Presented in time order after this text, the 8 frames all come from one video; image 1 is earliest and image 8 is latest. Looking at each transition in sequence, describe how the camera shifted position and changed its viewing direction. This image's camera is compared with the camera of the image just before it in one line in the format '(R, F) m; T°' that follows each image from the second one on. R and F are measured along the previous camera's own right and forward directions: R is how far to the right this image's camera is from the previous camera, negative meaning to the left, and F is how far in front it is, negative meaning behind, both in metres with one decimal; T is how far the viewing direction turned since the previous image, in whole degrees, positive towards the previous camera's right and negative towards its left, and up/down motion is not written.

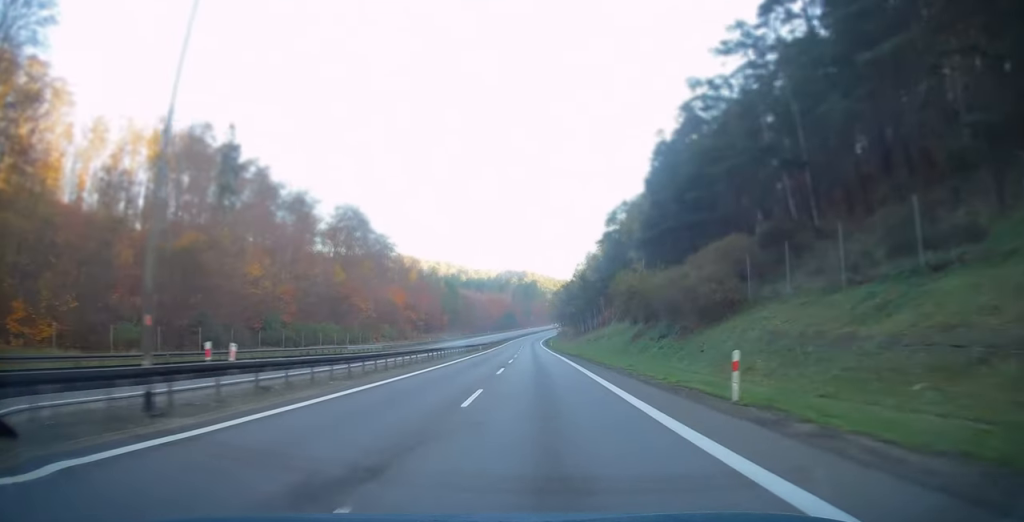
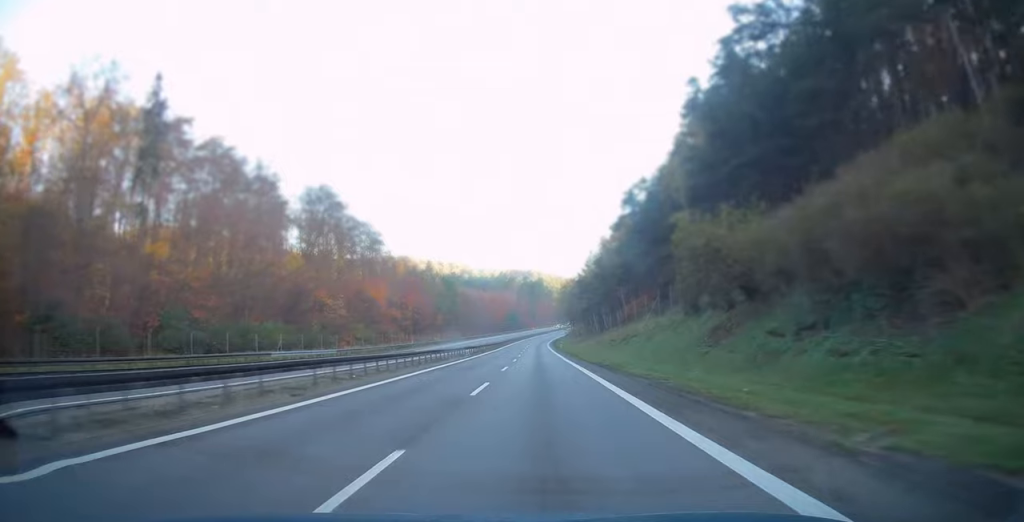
(-0.1, +21.5) m; -1°
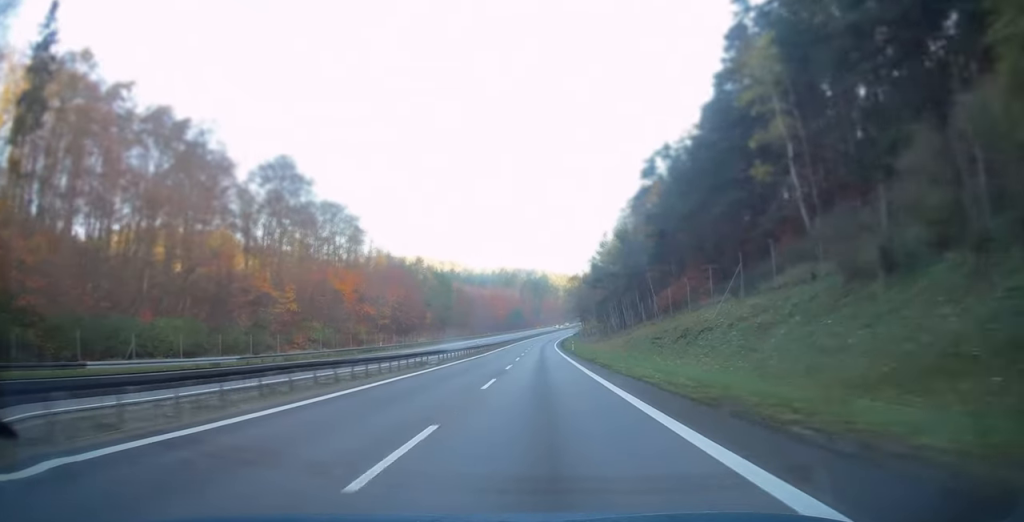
(-0.1, +22.0) m; 0°
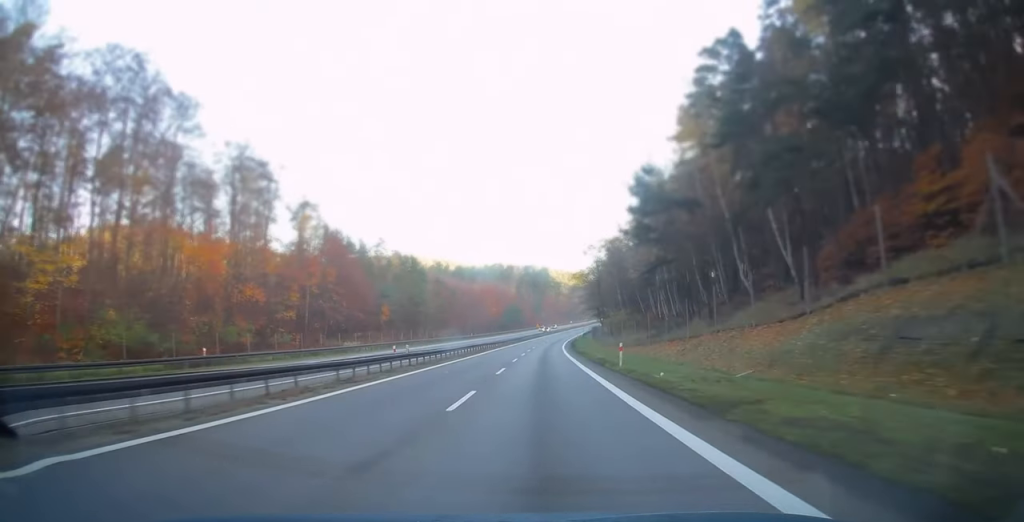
(-0.2, +41.4) m; 0°
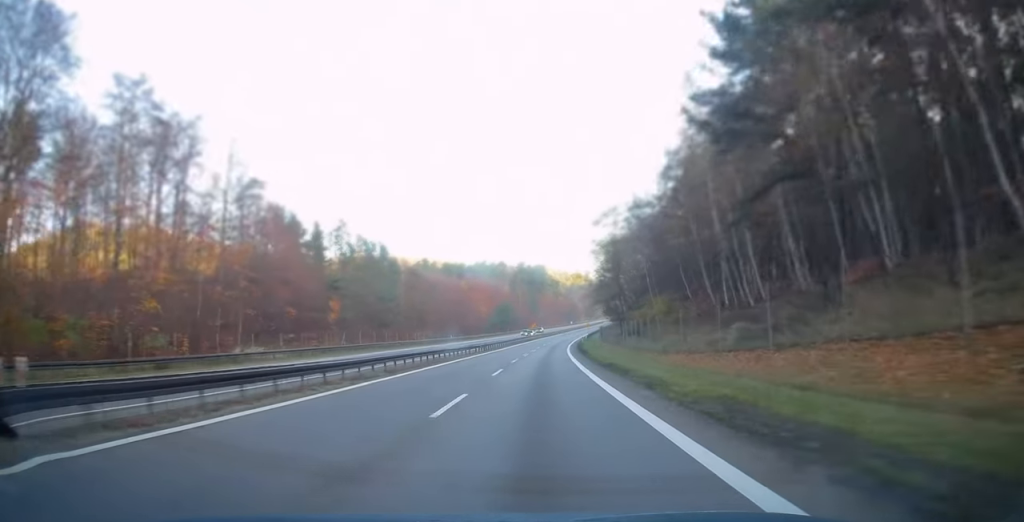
(-0.1, +25.0) m; 0°
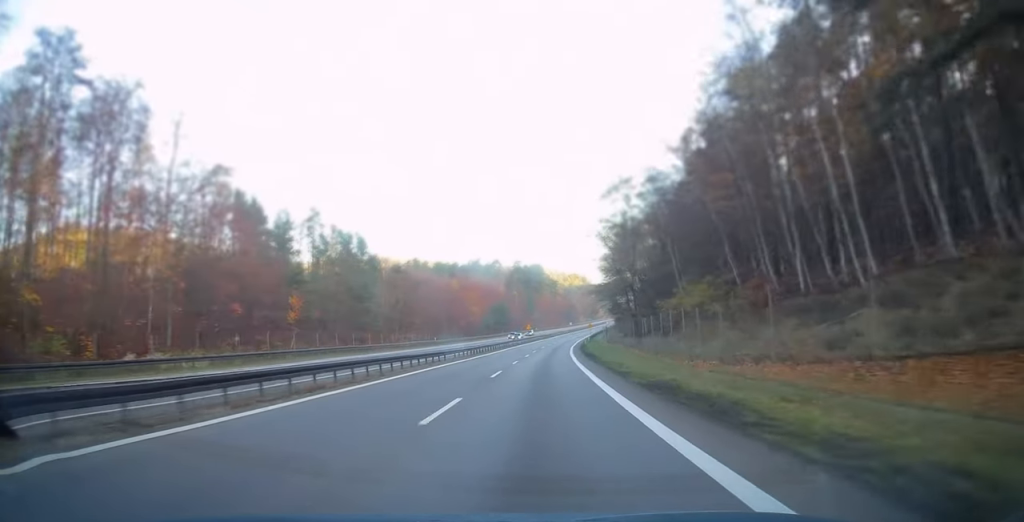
(0.0, +12.7) m; 0°
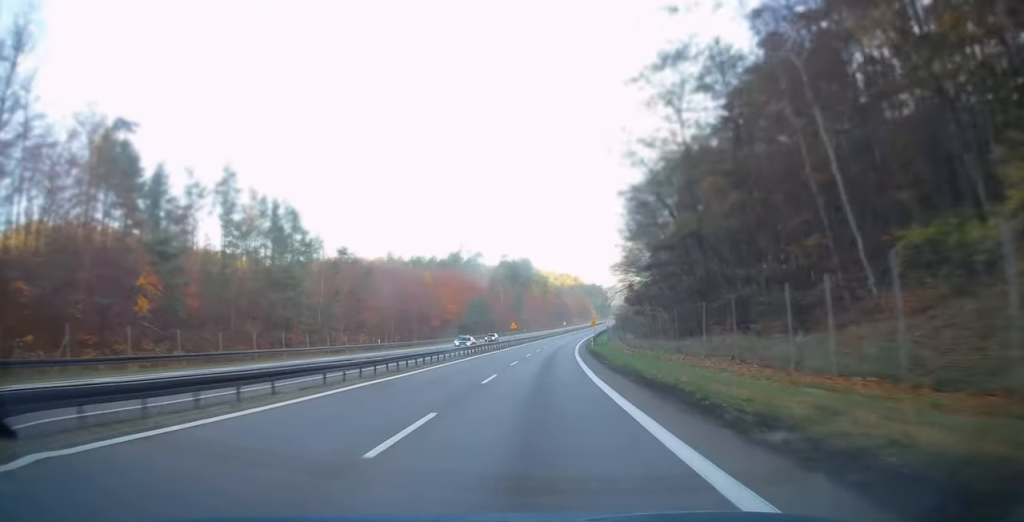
(+0.2, +27.0) m; +1°
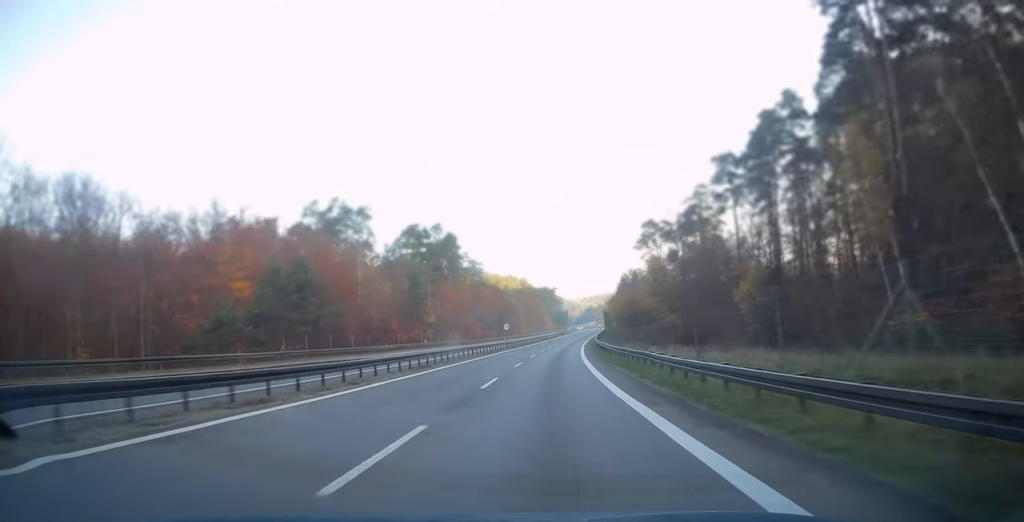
(+3.1, +85.9) m; +5°
